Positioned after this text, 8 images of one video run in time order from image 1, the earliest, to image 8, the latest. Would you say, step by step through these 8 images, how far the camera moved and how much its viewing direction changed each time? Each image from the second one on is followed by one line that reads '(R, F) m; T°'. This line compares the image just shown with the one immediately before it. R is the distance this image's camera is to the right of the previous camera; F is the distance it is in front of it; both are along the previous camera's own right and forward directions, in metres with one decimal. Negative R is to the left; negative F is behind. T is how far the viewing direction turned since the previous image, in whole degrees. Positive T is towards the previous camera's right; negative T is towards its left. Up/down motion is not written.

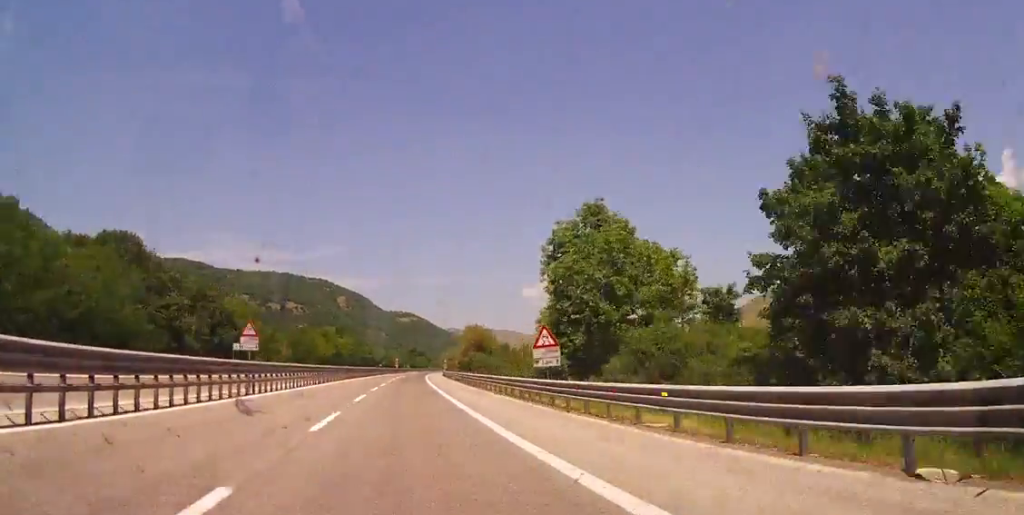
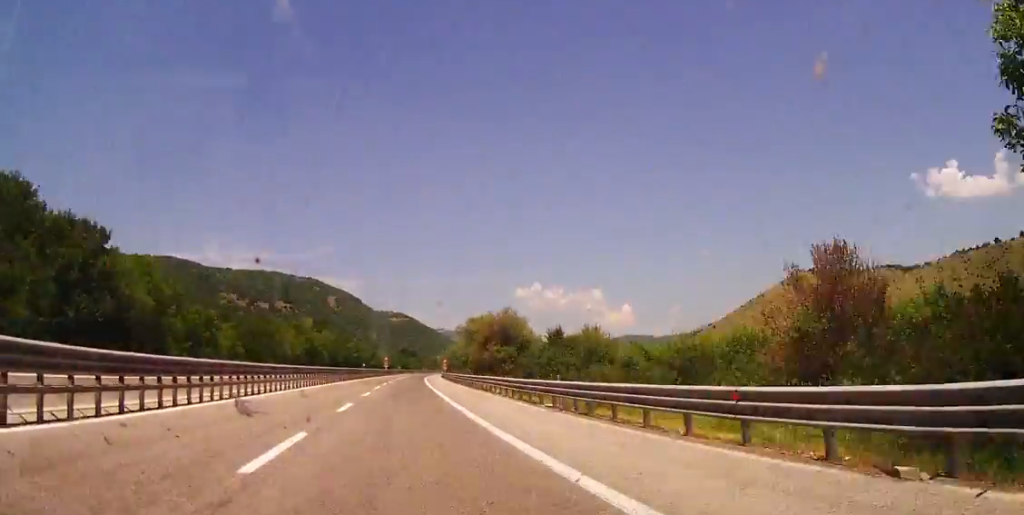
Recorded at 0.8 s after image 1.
(+0.3, +30.1) m; +1°
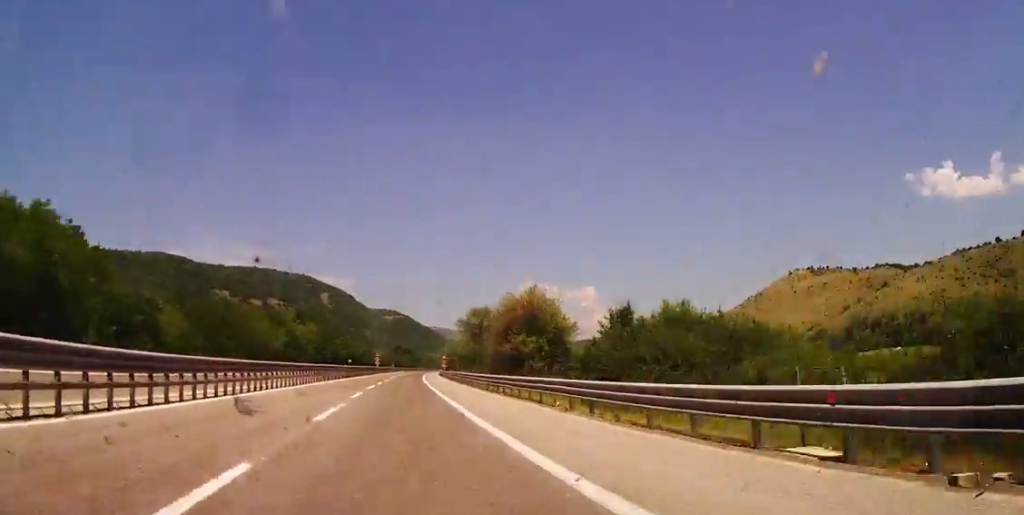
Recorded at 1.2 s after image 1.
(+0.2, +16.4) m; 0°
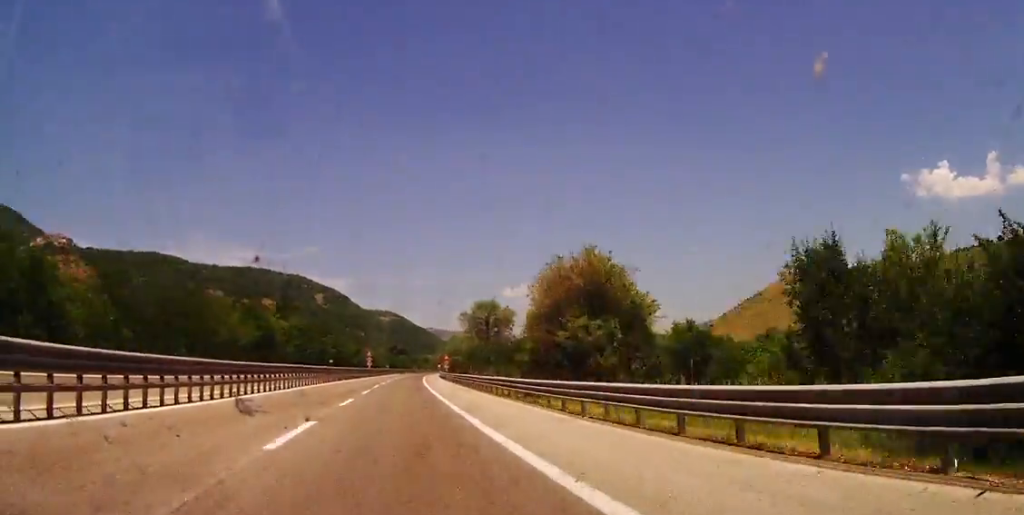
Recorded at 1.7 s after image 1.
(+0.1, +17.6) m; 0°
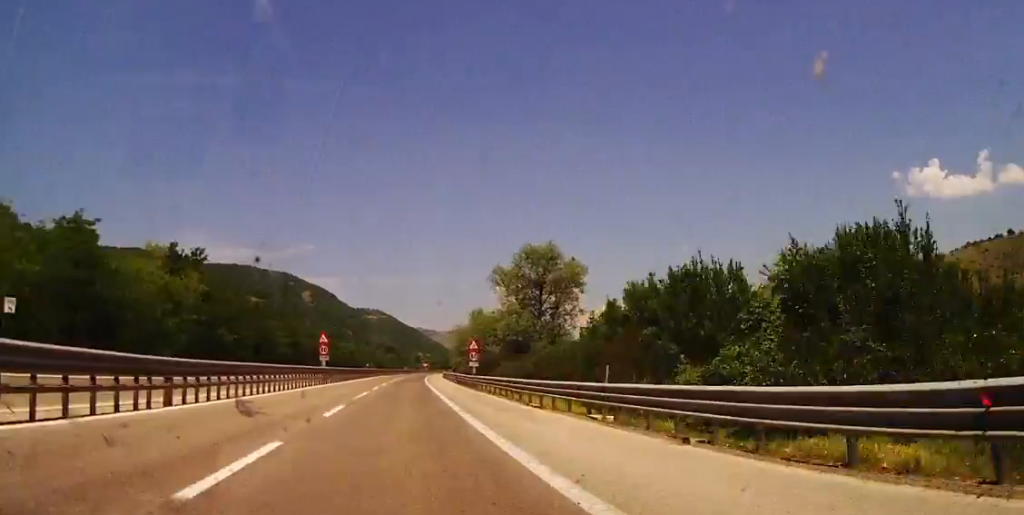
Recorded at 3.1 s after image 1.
(-0.1, +52.6) m; 0°
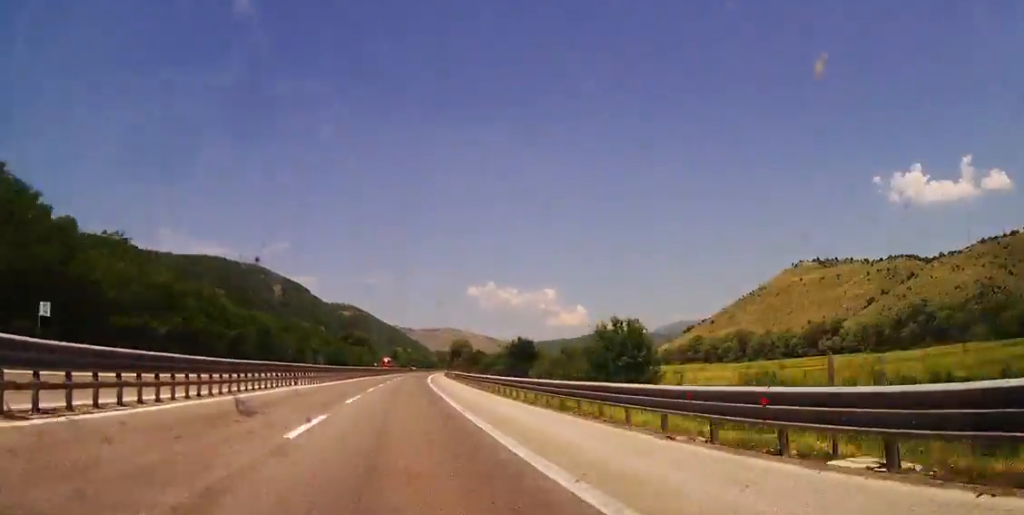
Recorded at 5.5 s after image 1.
(+1.2, +90.5) m; +2°
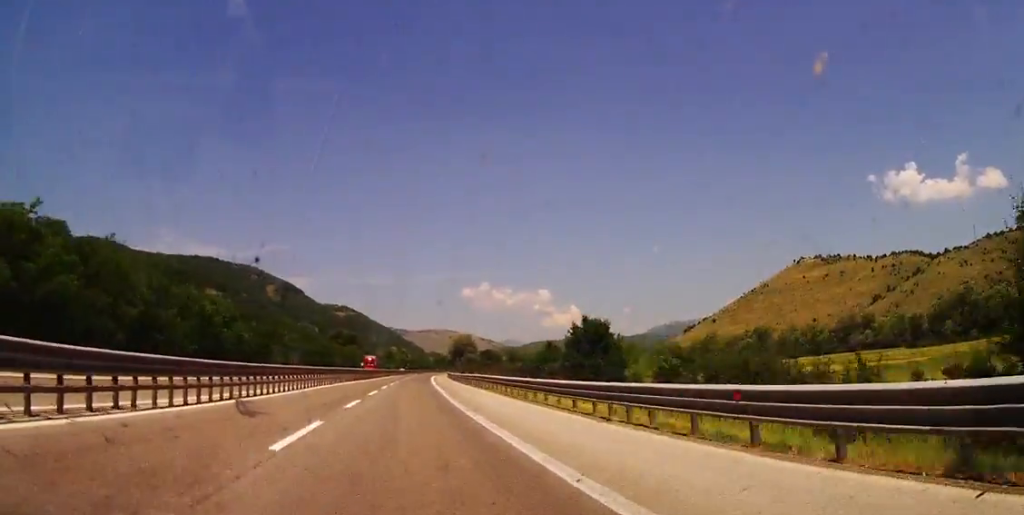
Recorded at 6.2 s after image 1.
(+0.7, +25.8) m; +1°
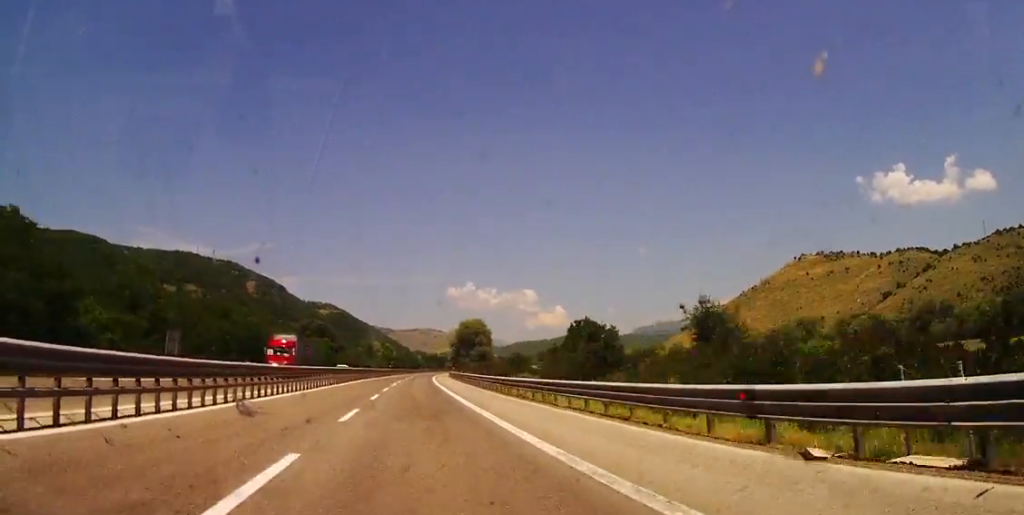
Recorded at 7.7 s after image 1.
(+0.3, +53.7) m; +2°
